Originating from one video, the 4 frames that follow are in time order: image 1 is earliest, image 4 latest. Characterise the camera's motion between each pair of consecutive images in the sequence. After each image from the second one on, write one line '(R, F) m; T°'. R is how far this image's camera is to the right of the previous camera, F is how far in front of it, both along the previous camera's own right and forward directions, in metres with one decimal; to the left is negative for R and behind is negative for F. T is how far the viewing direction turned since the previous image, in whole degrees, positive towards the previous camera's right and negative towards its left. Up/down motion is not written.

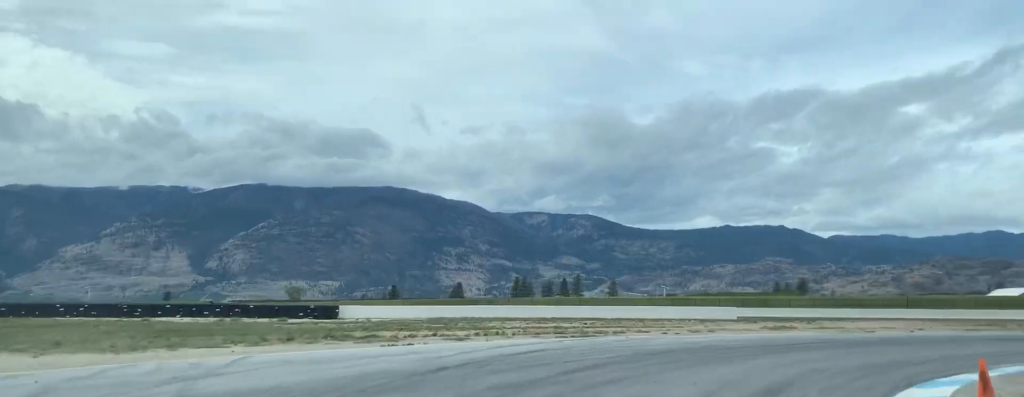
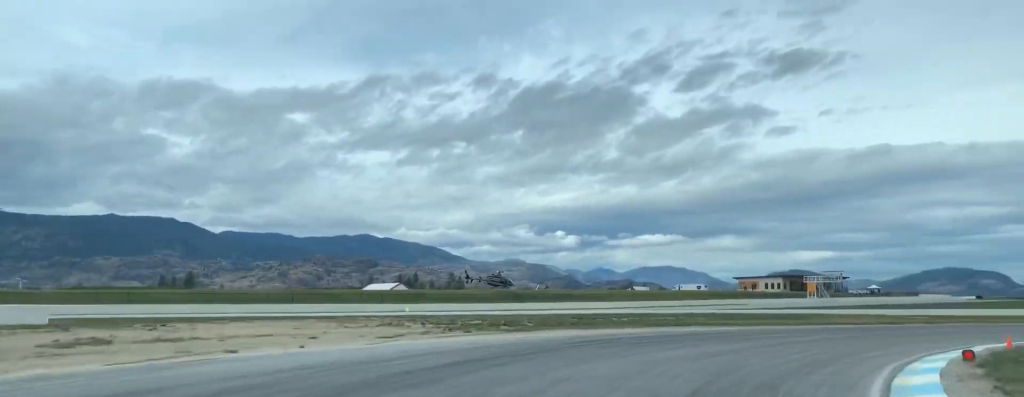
(+6.5, +15.0) m; +38°
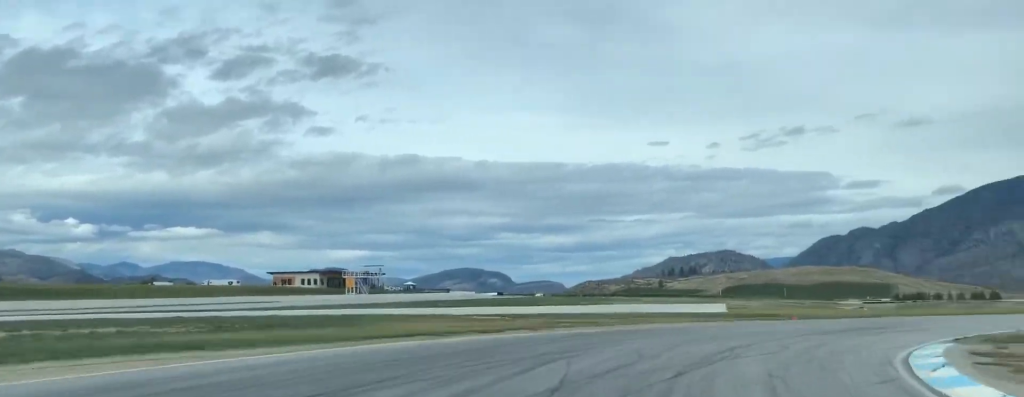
(+5.2, +16.6) m; +29°
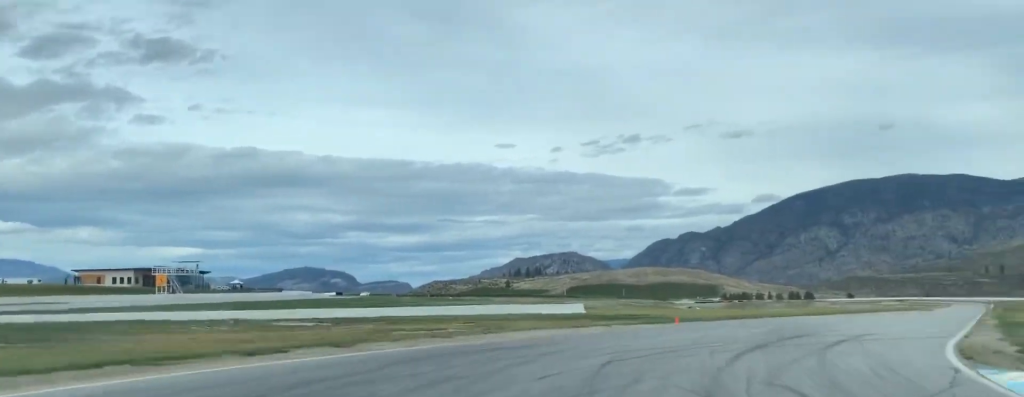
(+0.9, +7.5) m; +8°
